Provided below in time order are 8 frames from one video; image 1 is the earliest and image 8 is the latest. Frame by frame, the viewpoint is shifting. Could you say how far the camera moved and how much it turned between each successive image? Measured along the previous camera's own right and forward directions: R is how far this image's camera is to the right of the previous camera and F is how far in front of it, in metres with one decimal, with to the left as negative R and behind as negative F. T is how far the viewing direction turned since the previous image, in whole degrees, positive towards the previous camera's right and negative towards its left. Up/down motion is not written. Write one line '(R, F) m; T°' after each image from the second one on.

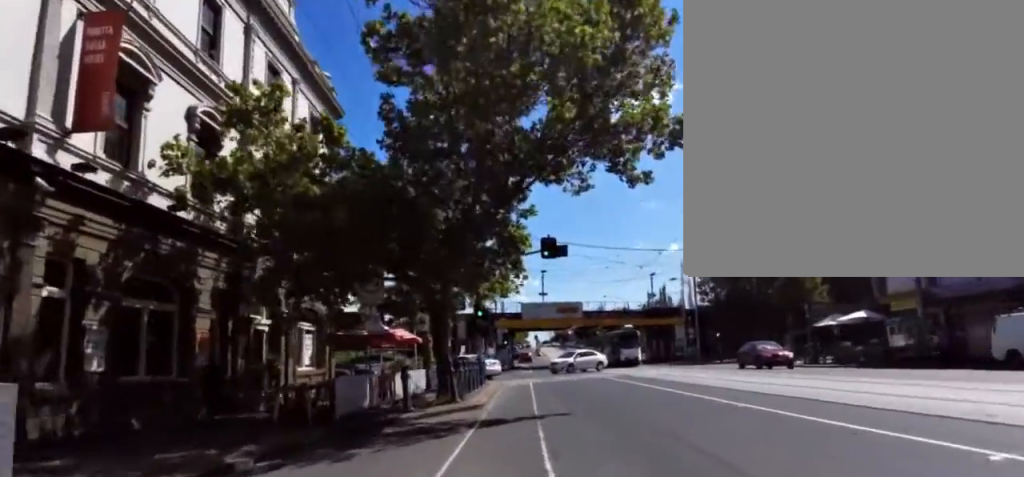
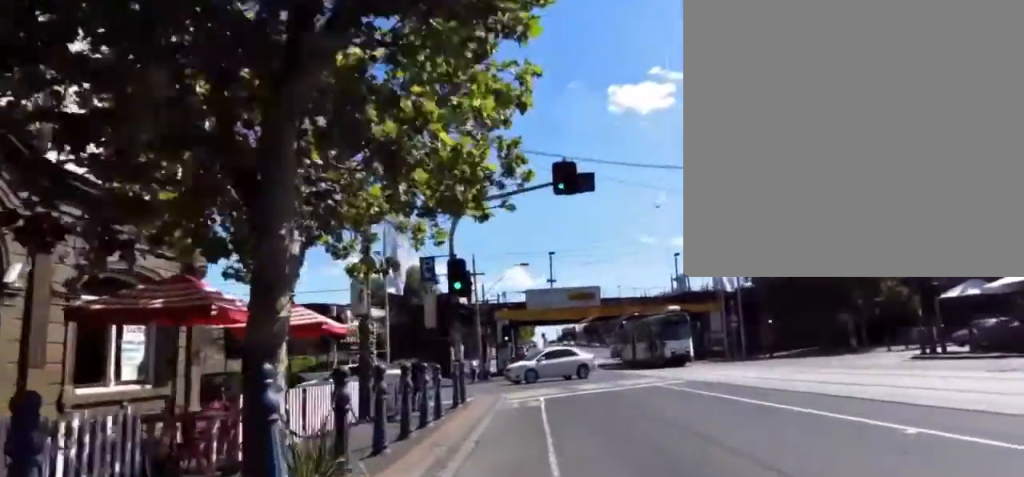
(+0.6, +11.1) m; +5°
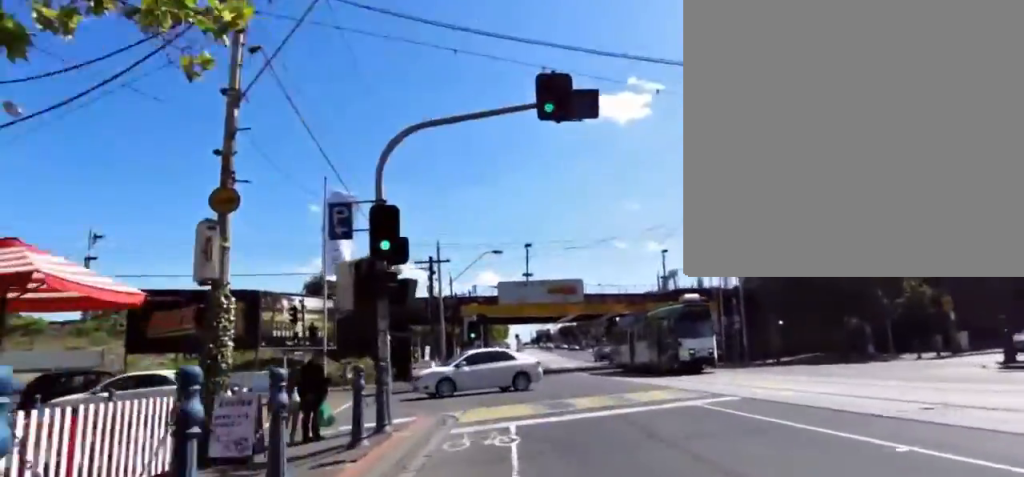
(+0.1, +6.7) m; 0°
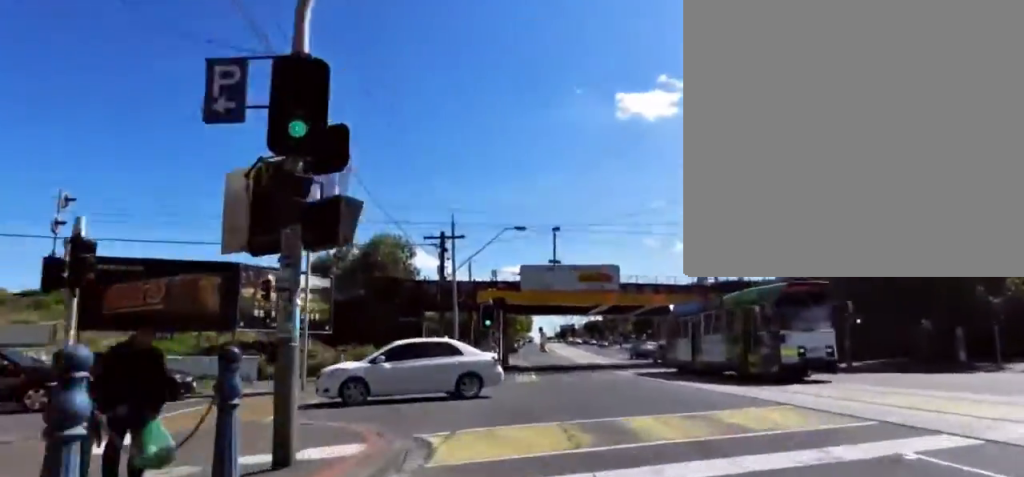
(+0.5, +5.8) m; -3°
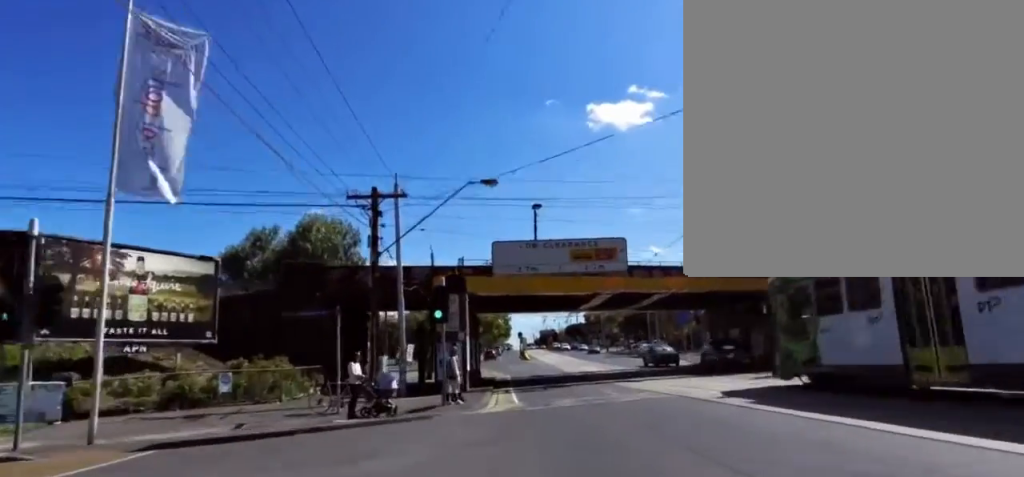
(-1.4, +10.0) m; -9°
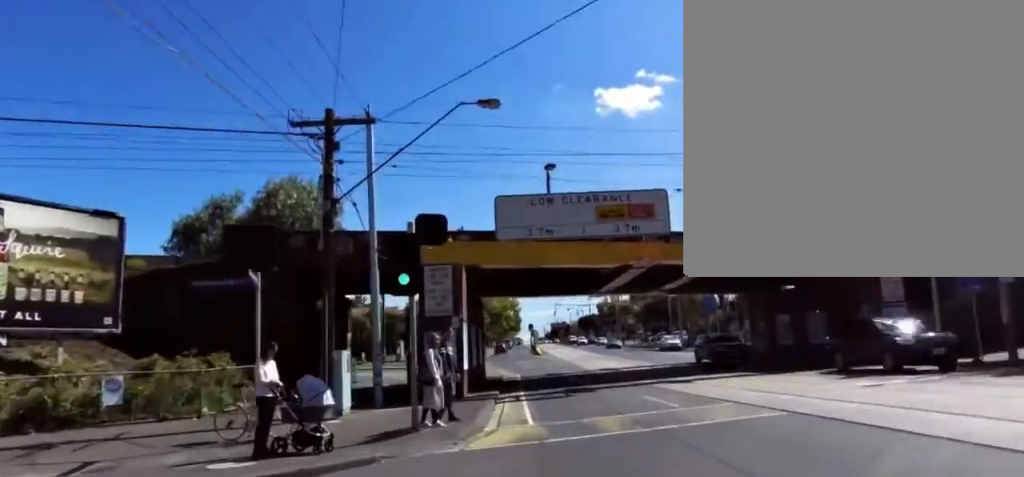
(-0.1, +6.3) m; -1°
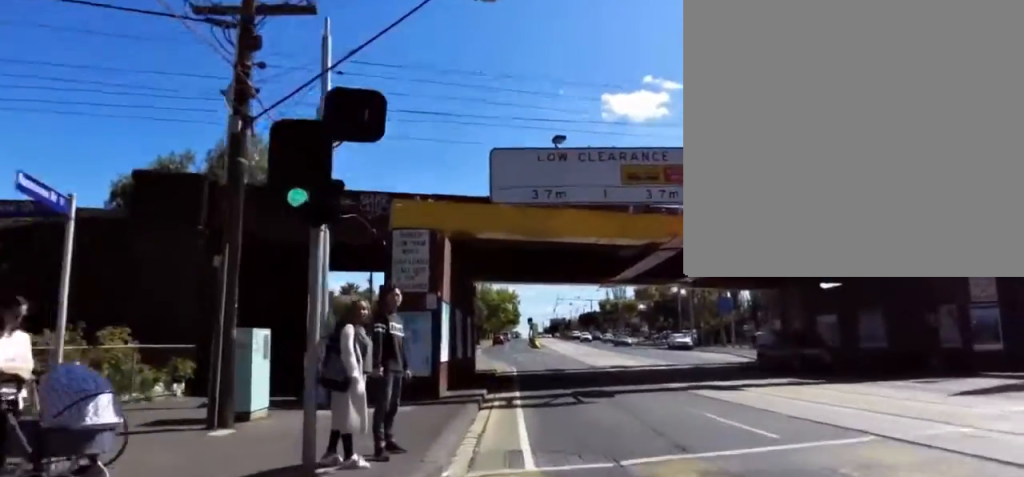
(0.0, +5.4) m; +6°
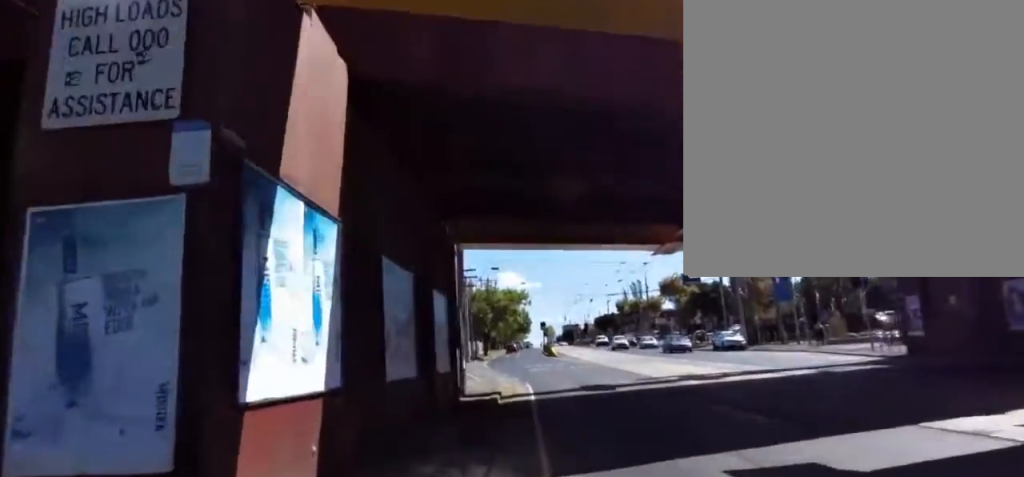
(+1.7, +11.4) m; +5°
